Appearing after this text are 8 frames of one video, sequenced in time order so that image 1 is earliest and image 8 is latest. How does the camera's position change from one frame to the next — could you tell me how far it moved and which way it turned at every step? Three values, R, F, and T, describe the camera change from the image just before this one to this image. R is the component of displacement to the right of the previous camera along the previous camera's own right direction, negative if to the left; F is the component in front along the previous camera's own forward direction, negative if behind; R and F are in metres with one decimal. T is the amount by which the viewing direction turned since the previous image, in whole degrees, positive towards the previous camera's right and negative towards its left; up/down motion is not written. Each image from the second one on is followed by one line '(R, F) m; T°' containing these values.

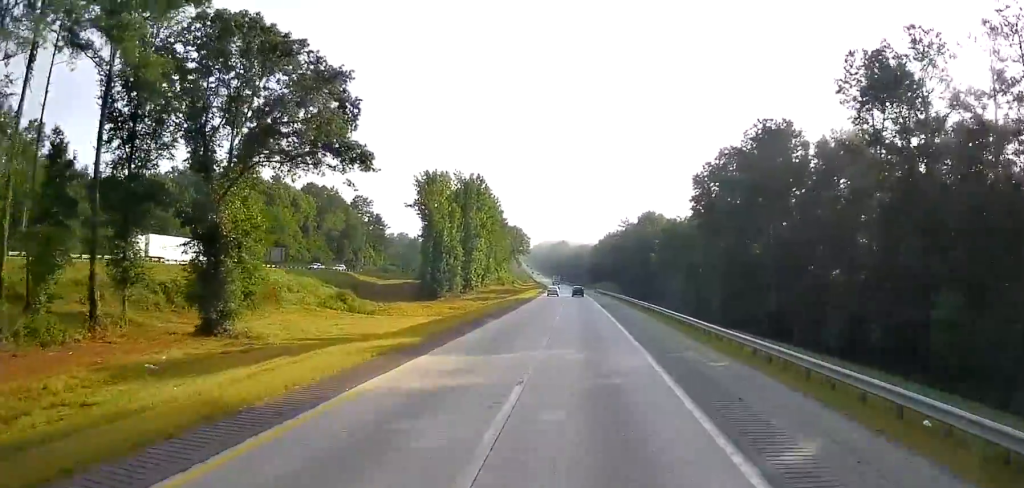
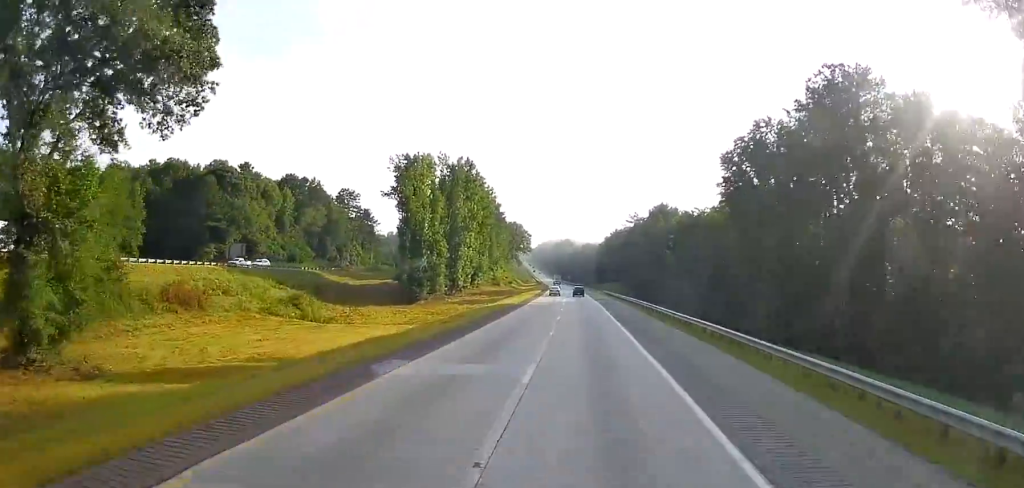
(-0.2, +20.8) m; -1°
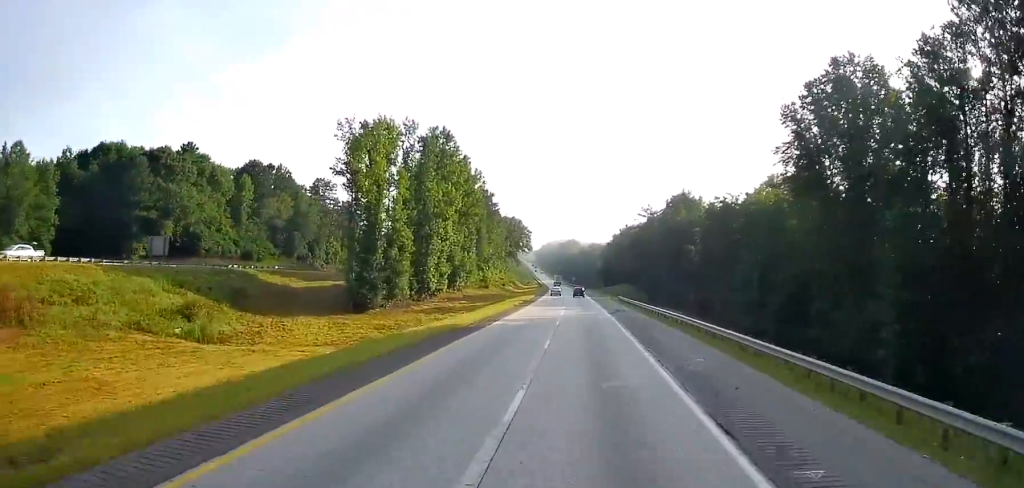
(-0.3, +28.7) m; -1°
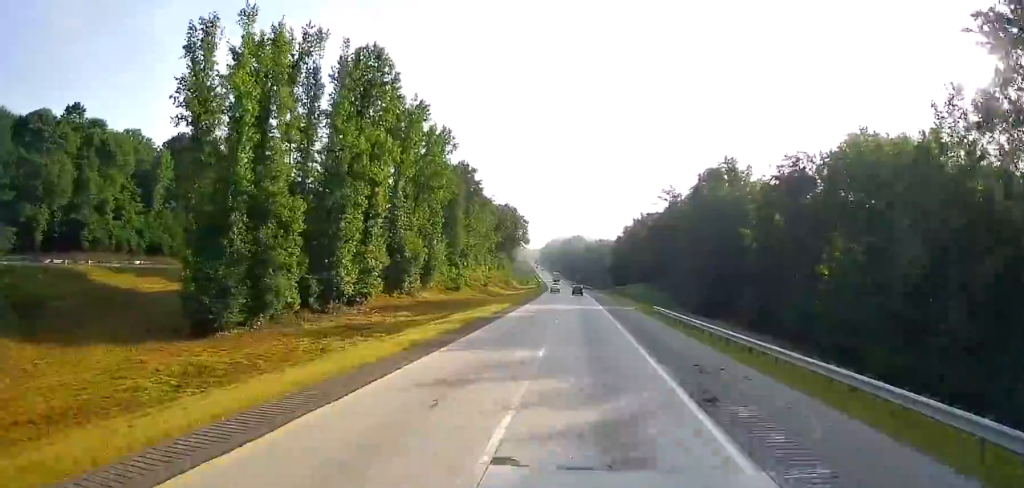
(0.0, +39.5) m; -1°
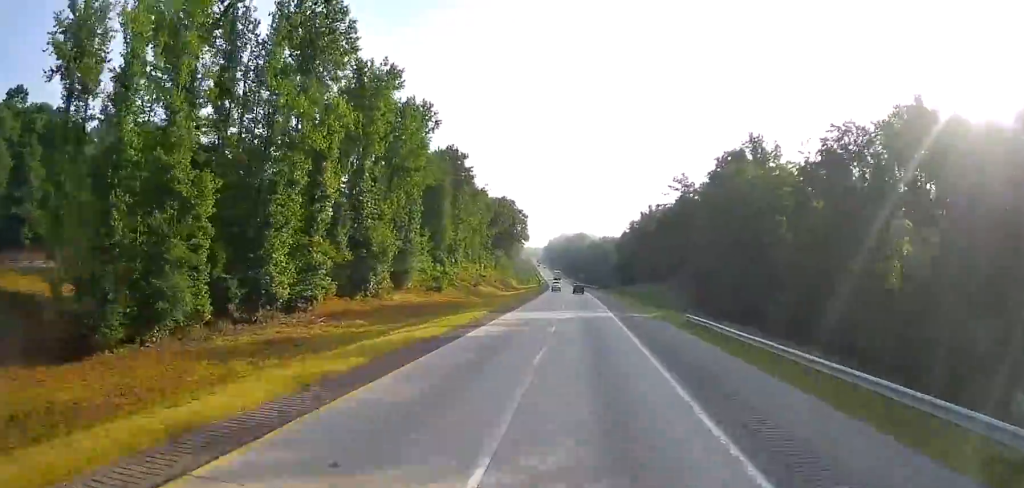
(-0.1, +15.3) m; 0°
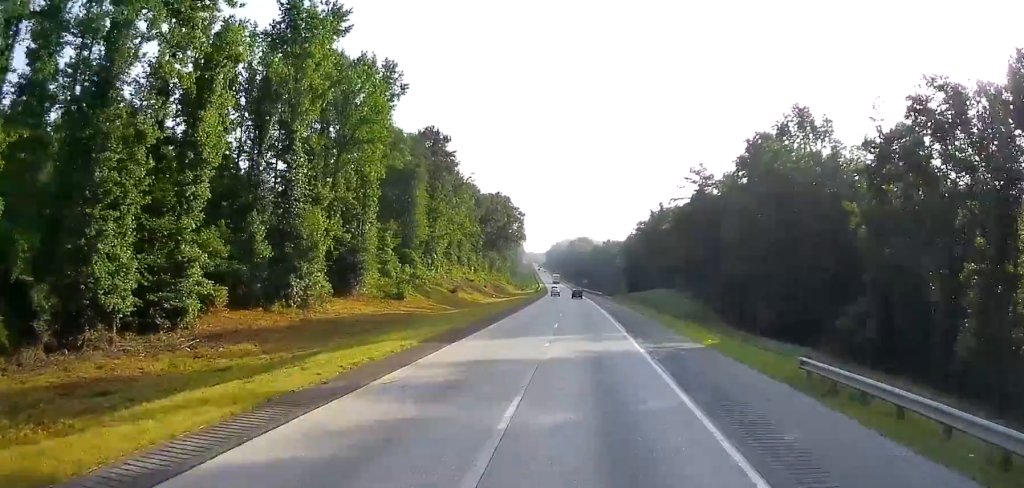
(-0.2, +19.8) m; 0°
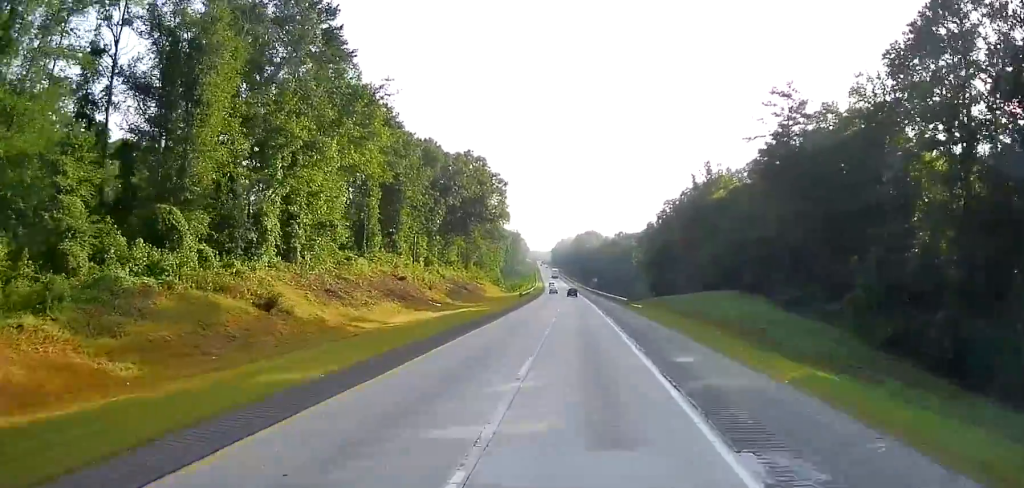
(0.0, +54.8) m; -1°
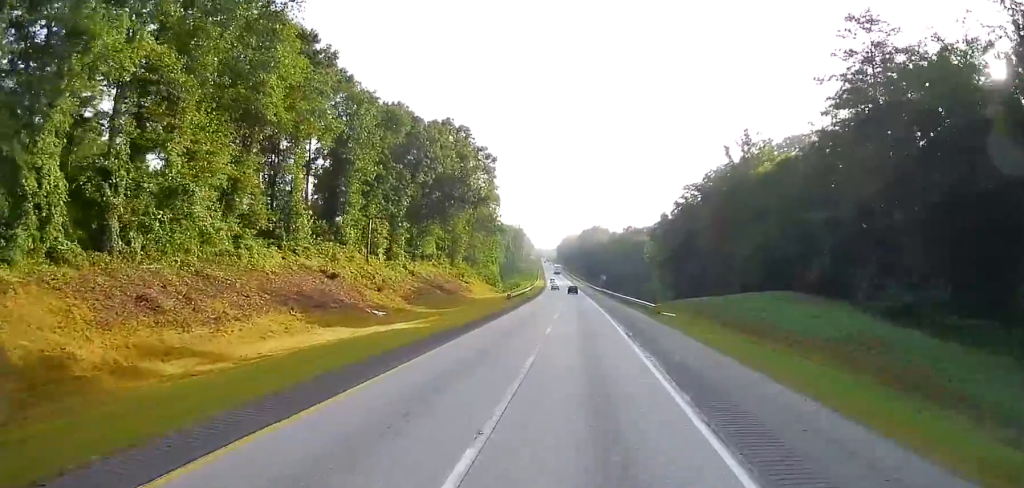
(-0.2, +23.2) m; -1°
